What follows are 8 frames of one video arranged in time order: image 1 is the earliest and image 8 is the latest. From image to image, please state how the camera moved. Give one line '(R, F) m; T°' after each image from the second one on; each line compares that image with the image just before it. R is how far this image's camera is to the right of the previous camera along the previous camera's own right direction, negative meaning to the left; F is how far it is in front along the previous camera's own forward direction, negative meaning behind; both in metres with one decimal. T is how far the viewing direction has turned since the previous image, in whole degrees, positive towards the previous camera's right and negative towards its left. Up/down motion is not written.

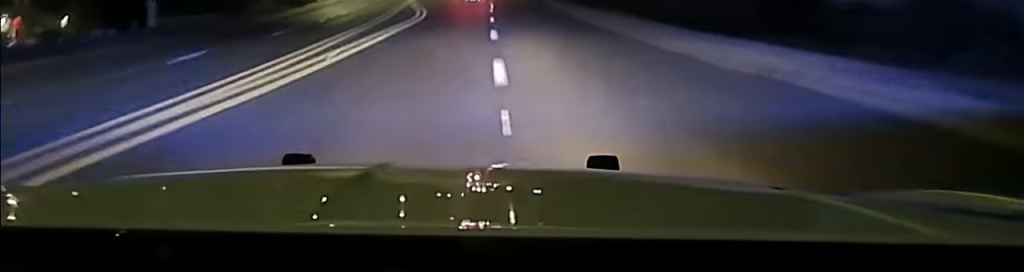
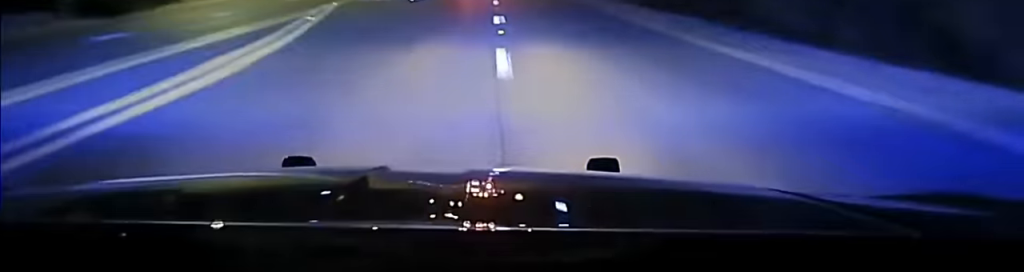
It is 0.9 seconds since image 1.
(+0.2, +38.3) m; +1°
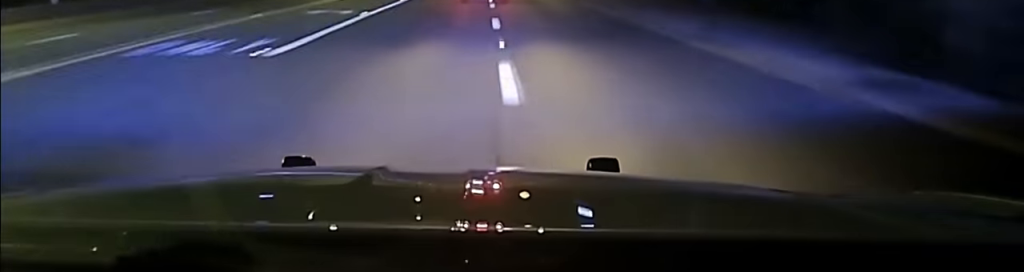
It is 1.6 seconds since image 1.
(+0.5, +24.6) m; 0°
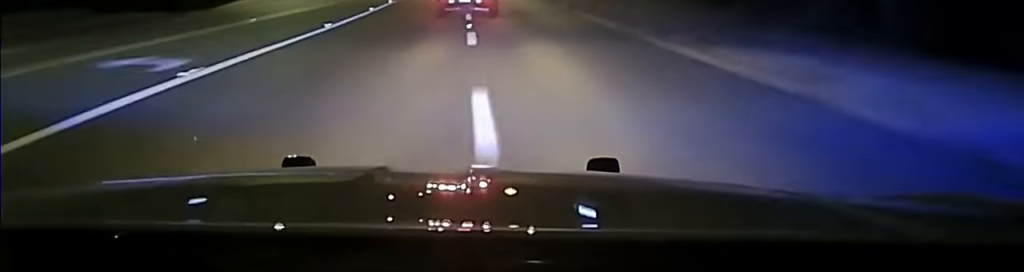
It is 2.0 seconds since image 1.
(+0.1, +13.2) m; +1°
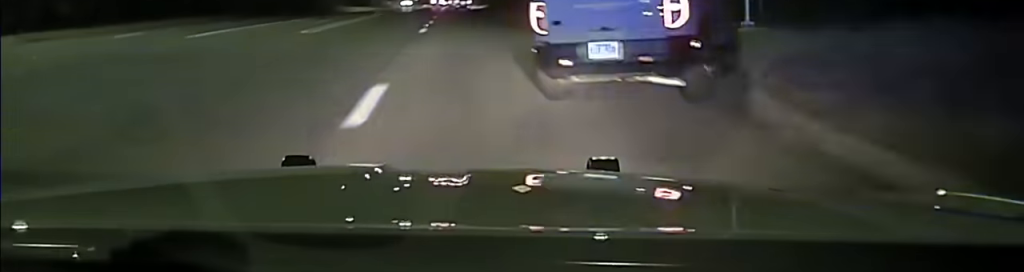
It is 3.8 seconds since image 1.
(+4.2, +26.4) m; +38°
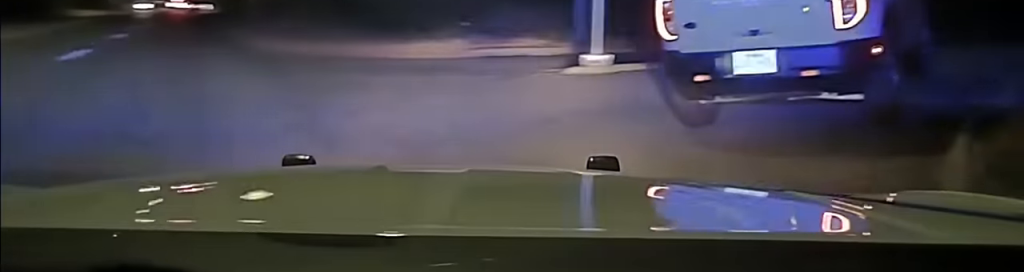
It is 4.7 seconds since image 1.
(+1.8, +8.2) m; +23°
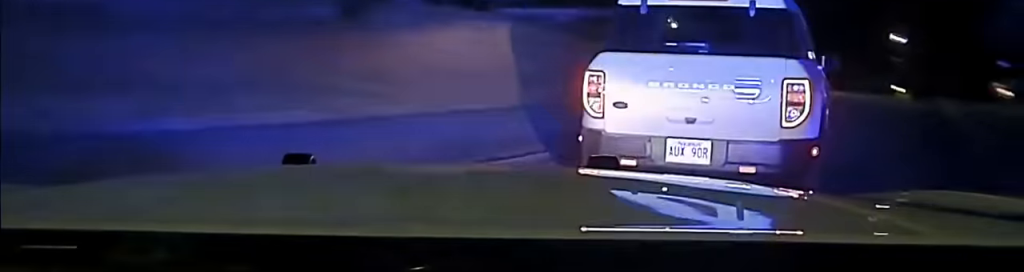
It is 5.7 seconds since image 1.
(+2.3, +10.1) m; +20°
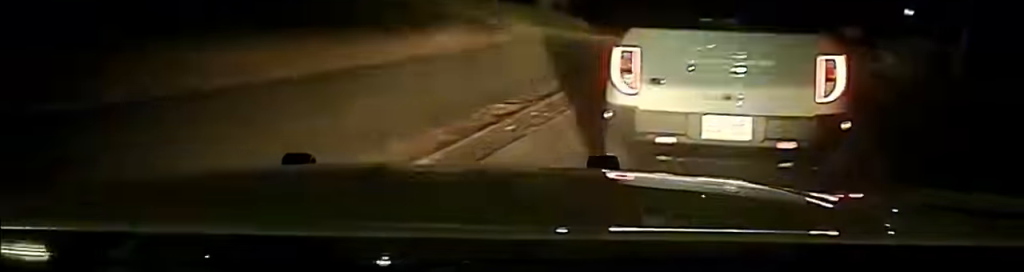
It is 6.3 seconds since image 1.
(+0.5, +5.8) m; +6°
